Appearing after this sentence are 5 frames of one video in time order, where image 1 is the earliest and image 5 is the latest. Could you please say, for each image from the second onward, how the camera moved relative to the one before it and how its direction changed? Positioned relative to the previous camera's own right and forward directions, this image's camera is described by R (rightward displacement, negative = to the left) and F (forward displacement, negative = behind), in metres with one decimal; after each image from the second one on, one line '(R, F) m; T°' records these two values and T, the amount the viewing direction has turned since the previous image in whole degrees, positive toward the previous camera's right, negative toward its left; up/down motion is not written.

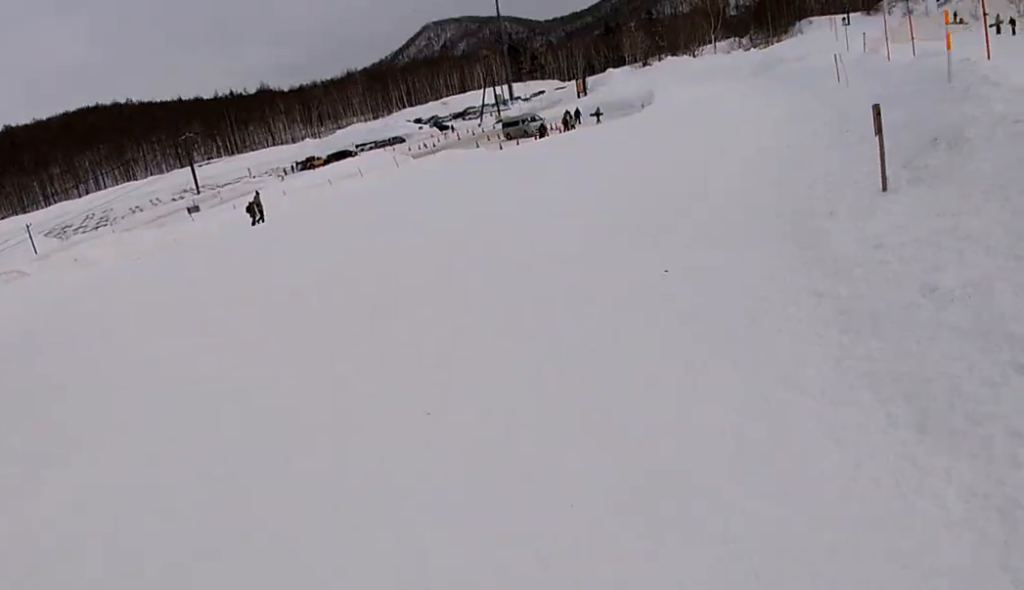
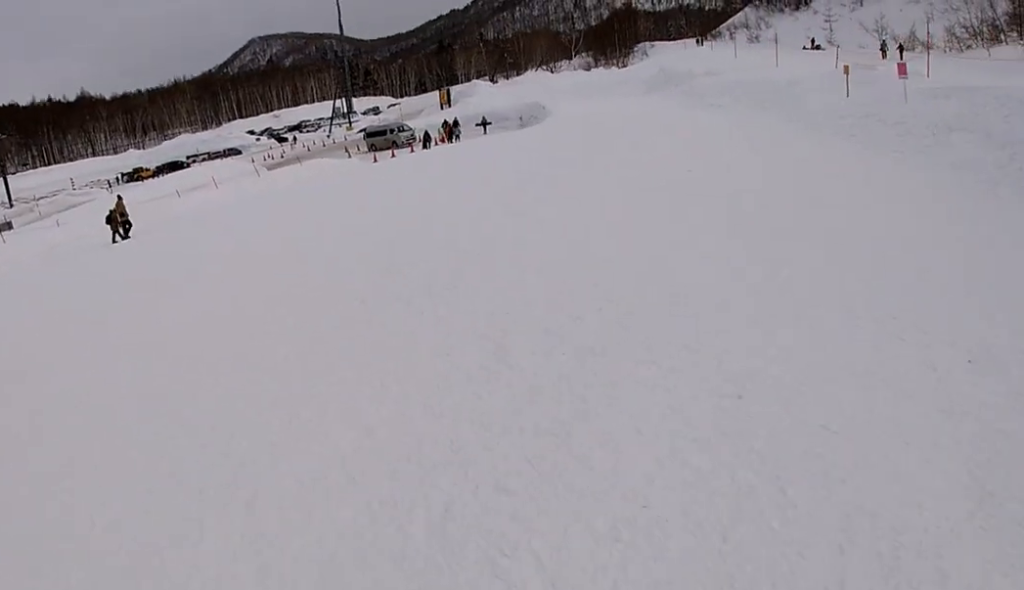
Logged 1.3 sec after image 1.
(+2.2, +8.0) m; +22°
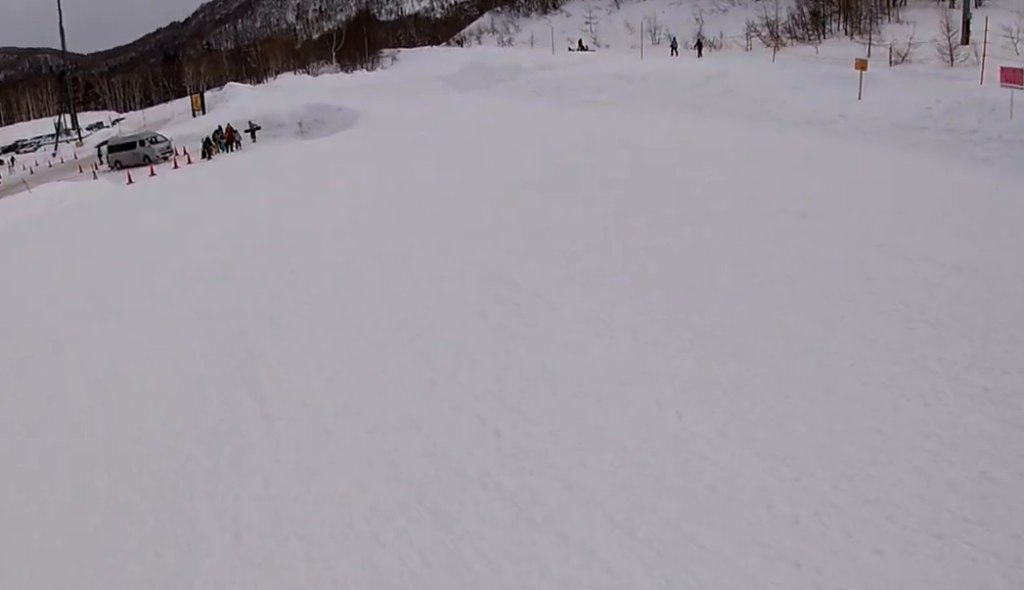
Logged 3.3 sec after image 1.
(+3.2, +9.7) m; +28°
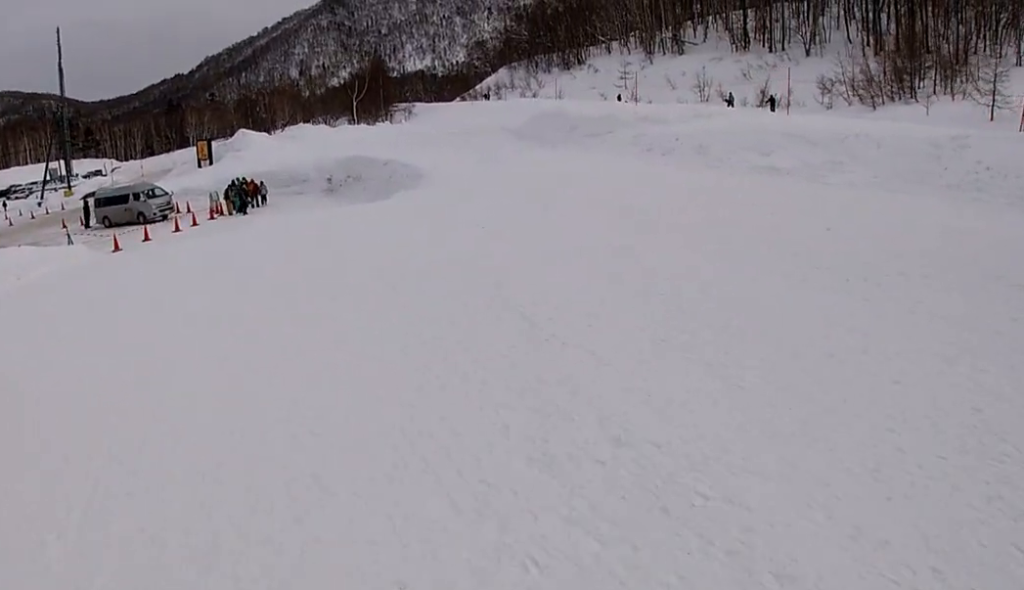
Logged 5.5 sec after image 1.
(0.0, +9.2) m; 0°
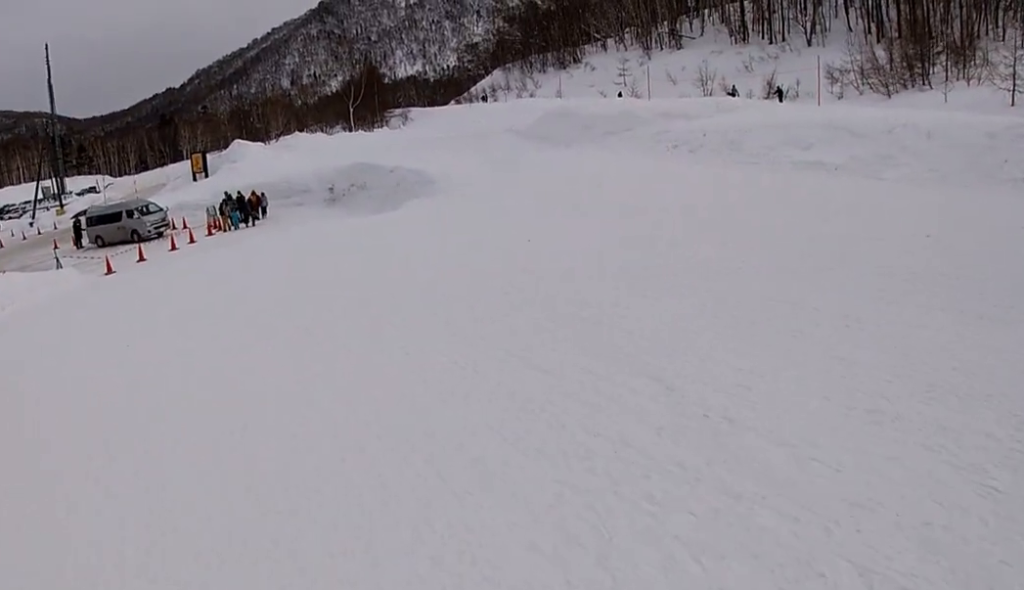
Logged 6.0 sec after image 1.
(0.0, +2.0) m; +5°
